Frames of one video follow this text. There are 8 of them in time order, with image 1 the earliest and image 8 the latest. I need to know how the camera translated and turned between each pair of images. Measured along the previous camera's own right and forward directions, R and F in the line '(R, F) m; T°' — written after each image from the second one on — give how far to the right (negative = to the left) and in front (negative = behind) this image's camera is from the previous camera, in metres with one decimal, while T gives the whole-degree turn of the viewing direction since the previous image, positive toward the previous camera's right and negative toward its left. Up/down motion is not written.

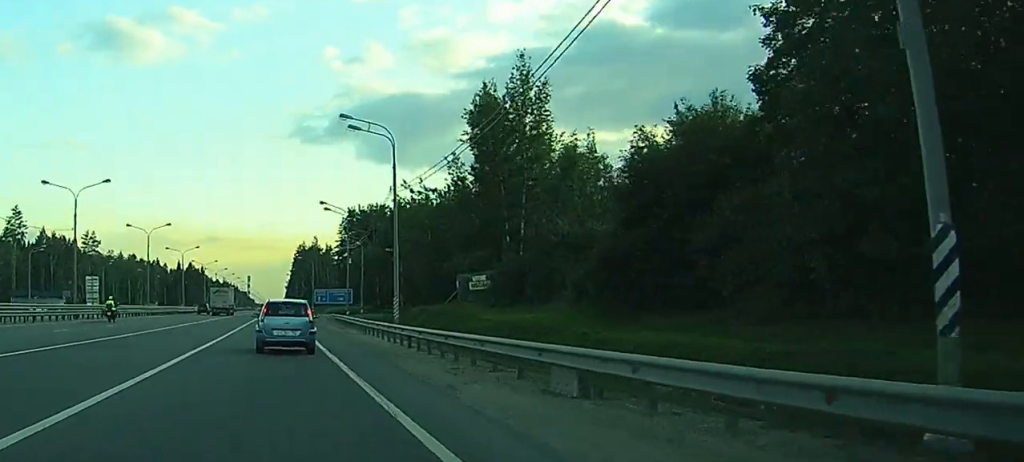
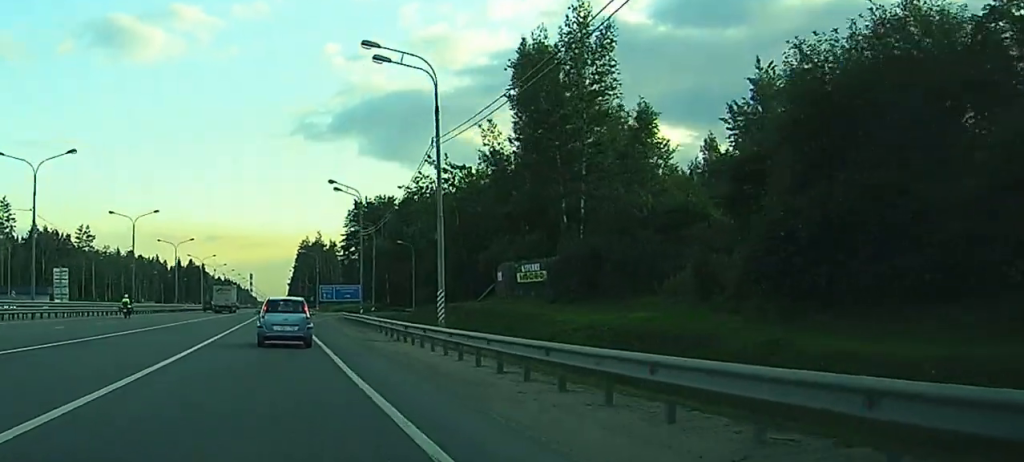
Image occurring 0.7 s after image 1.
(0.0, +11.9) m; 0°
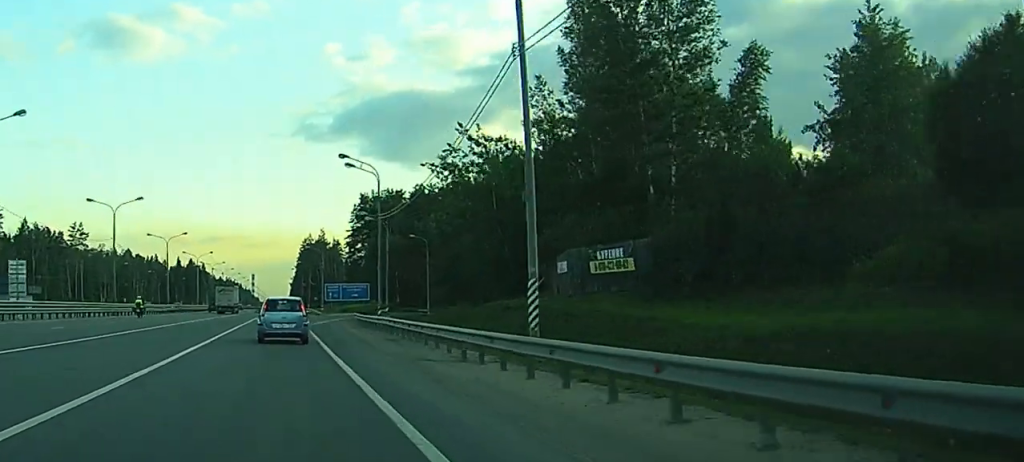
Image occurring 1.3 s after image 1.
(-0.1, +11.5) m; 0°
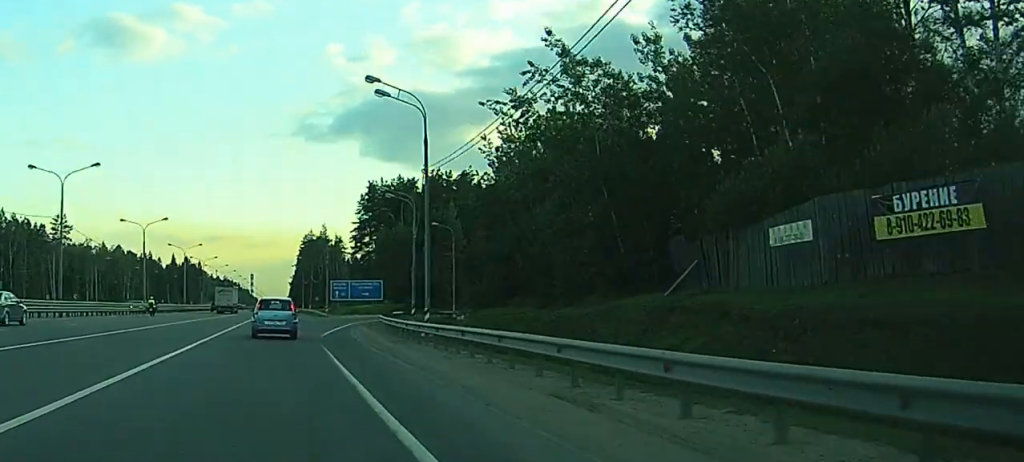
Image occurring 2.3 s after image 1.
(+0.2, +19.6) m; +1°
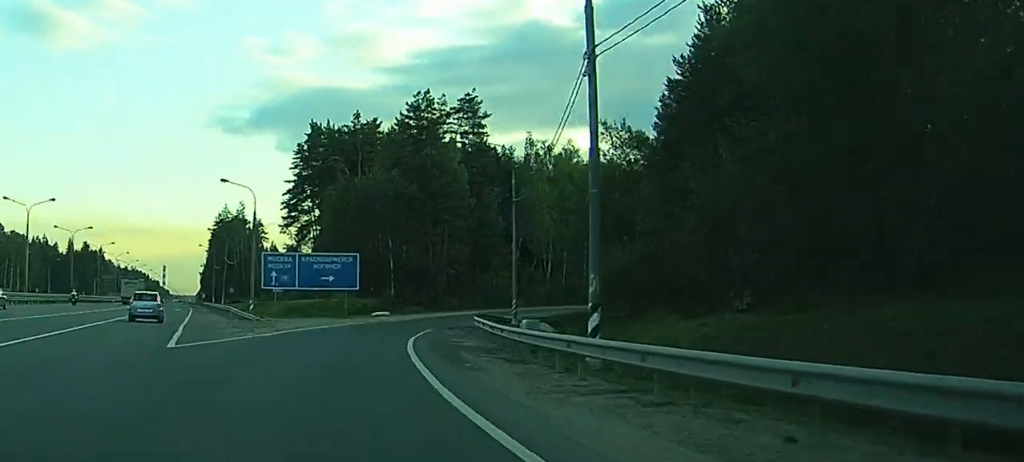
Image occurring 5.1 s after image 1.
(+2.6, +54.1) m; +3°
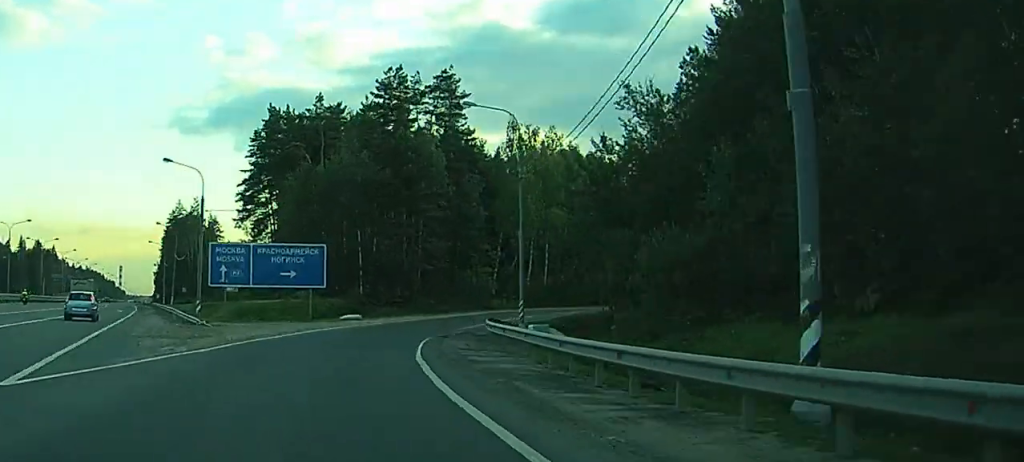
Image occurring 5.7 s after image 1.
(-0.6, +10.4) m; 0°
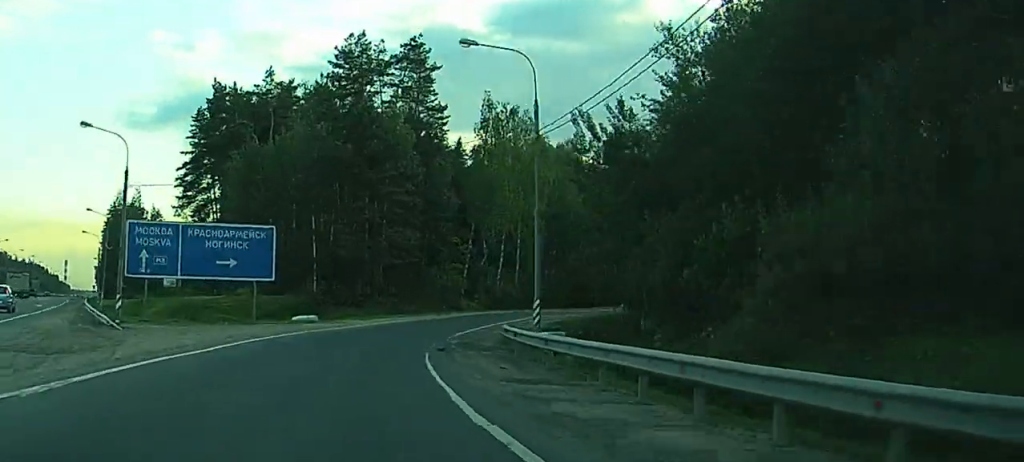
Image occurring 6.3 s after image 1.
(-1.1, +10.8) m; +1°
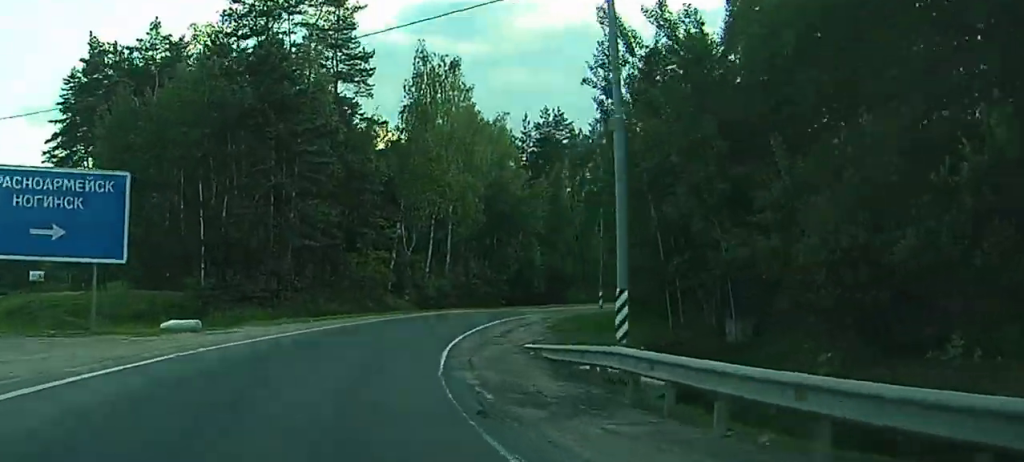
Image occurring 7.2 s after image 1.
(+1.9, +16.0) m; +8°
